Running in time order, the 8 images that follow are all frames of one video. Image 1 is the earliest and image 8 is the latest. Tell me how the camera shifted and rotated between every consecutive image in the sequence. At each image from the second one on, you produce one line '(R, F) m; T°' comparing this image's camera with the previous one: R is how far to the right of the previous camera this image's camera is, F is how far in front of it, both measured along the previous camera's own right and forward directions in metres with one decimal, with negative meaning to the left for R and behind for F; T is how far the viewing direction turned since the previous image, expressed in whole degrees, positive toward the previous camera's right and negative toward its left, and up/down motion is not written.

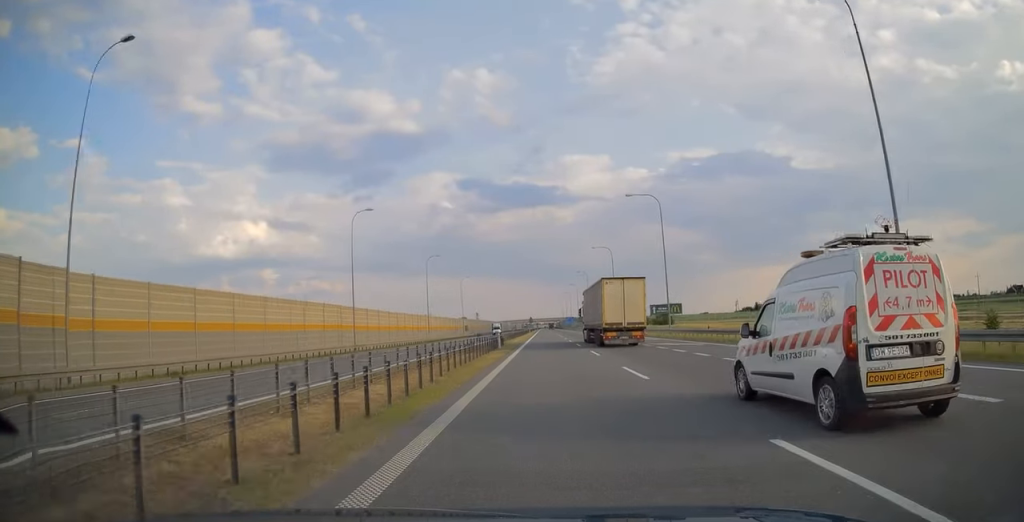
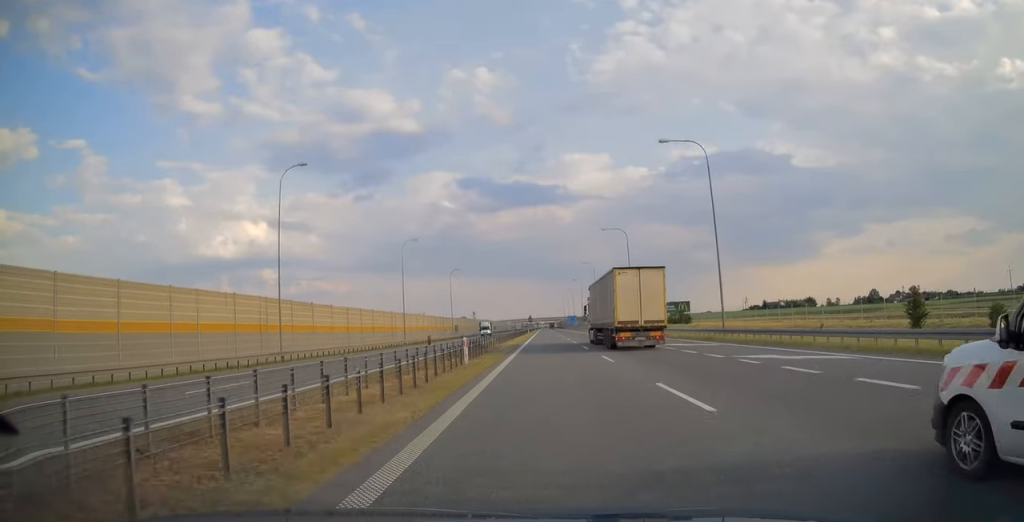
(0.0, +18.0) m; 0°
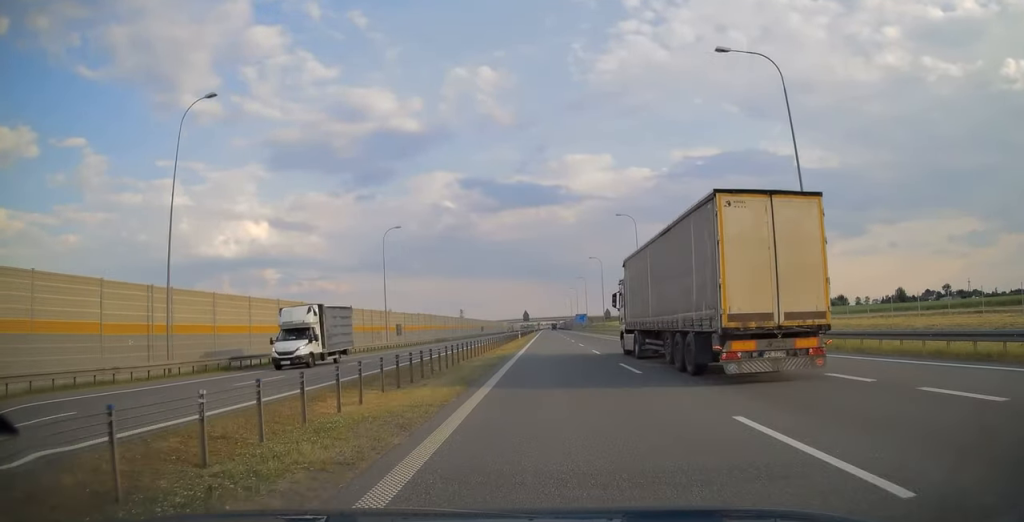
(0.0, +55.7) m; 0°
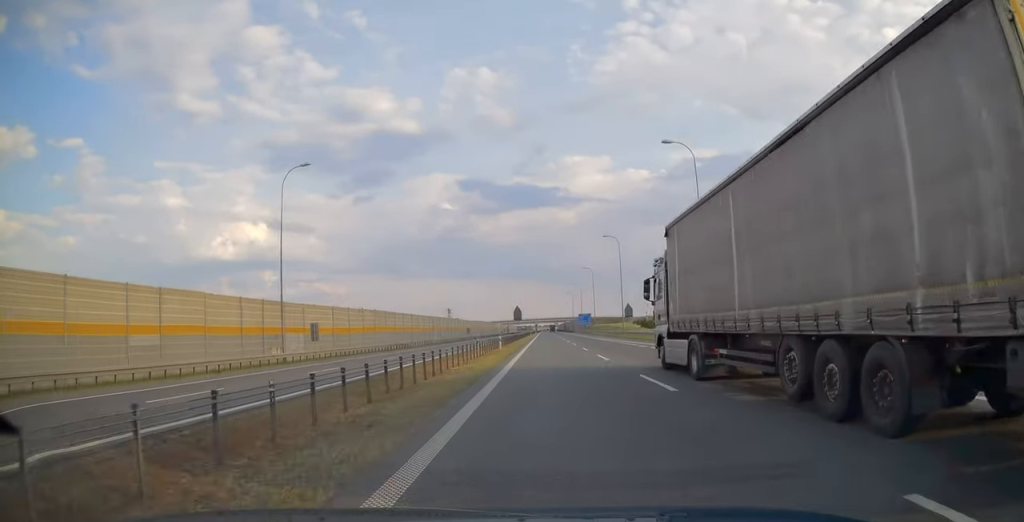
(0.0, +29.3) m; 0°
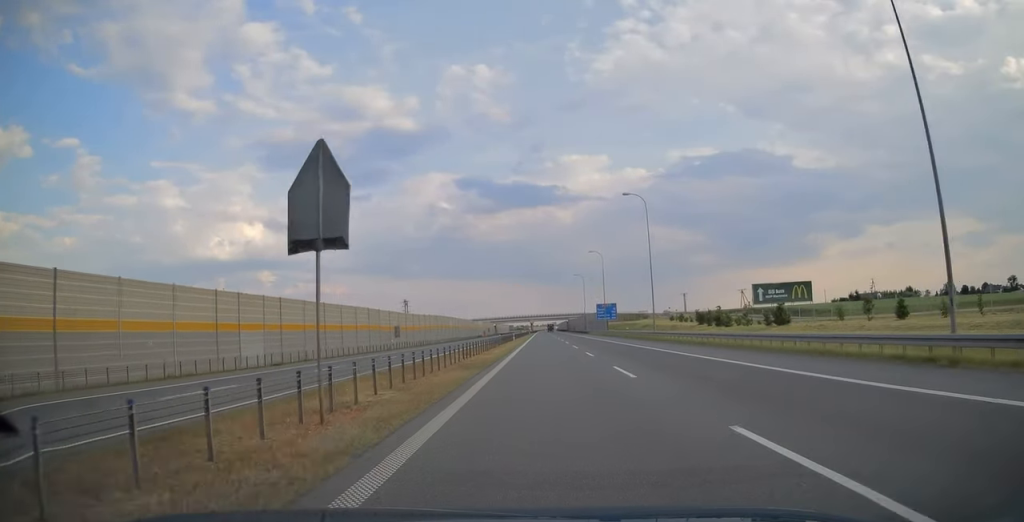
(+0.2, +70.1) m; 0°
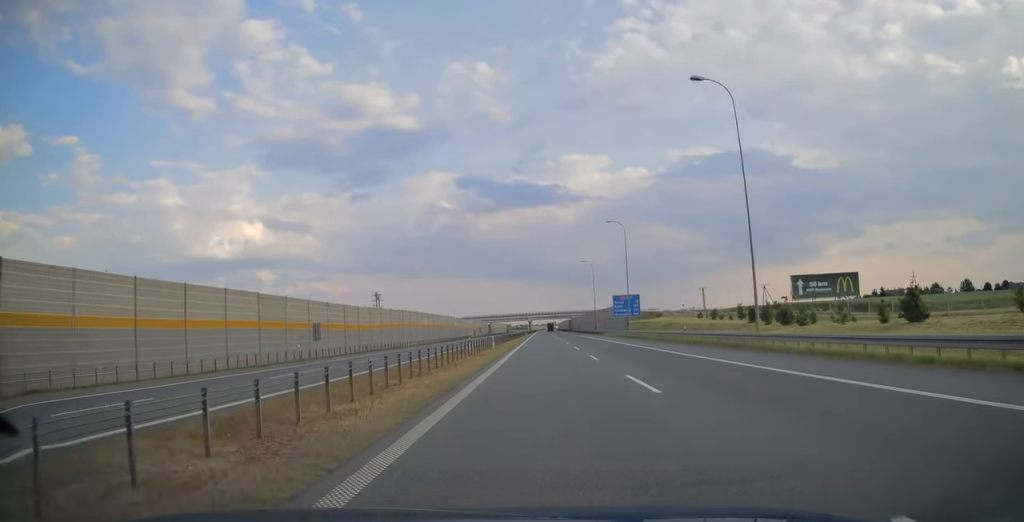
(0.0, +28.3) m; 0°
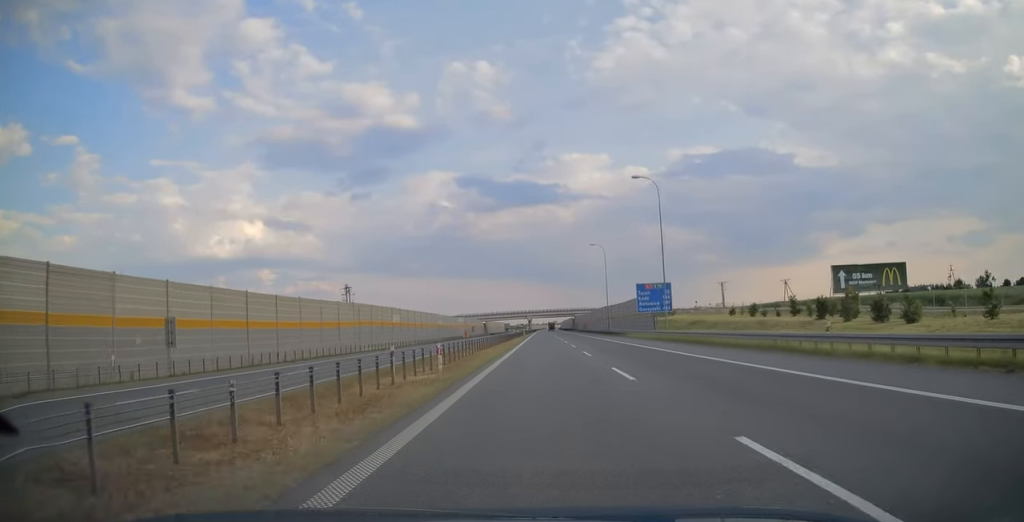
(0.0, +21.7) m; 0°
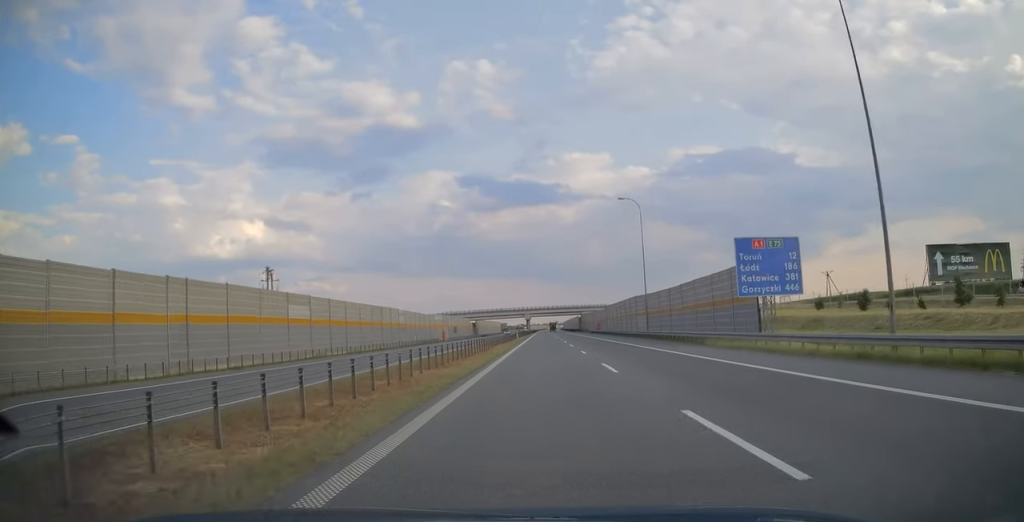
(+0.1, +34.9) m; 0°
